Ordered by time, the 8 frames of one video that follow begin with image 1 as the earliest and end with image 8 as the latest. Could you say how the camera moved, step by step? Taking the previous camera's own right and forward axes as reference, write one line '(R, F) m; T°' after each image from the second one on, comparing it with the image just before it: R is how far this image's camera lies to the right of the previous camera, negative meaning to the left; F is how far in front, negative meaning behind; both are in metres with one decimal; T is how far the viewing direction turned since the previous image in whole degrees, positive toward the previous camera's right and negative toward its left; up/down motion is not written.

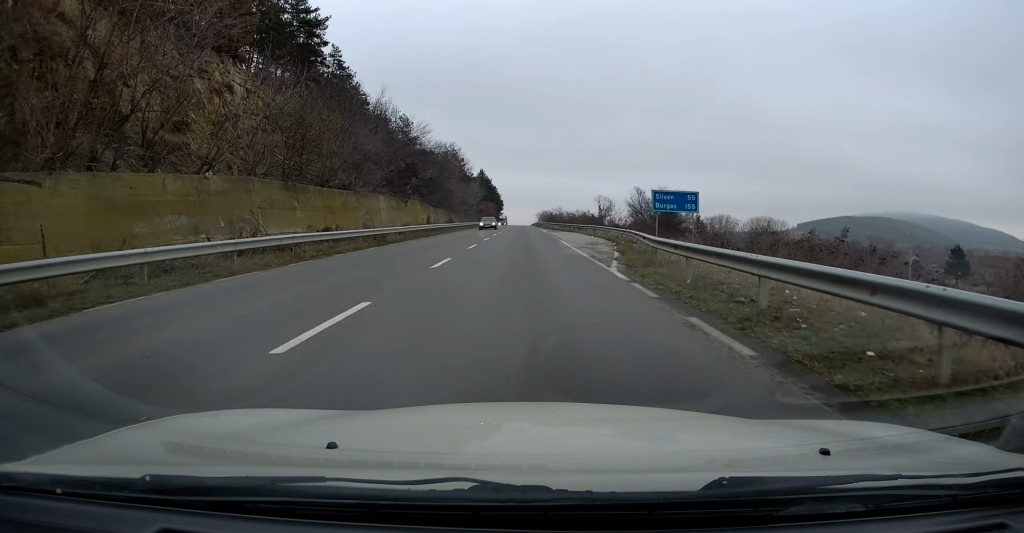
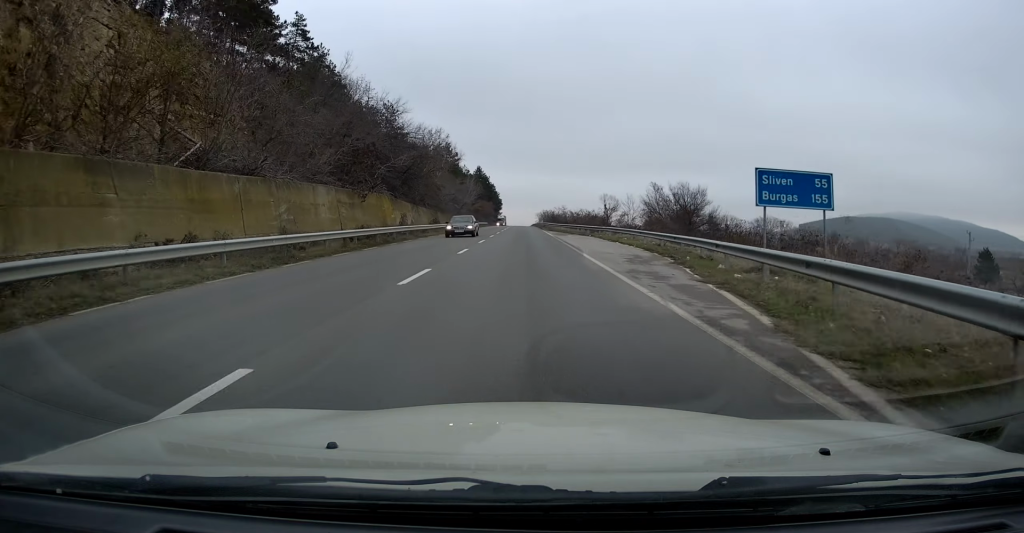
(0.0, +13.2) m; 0°
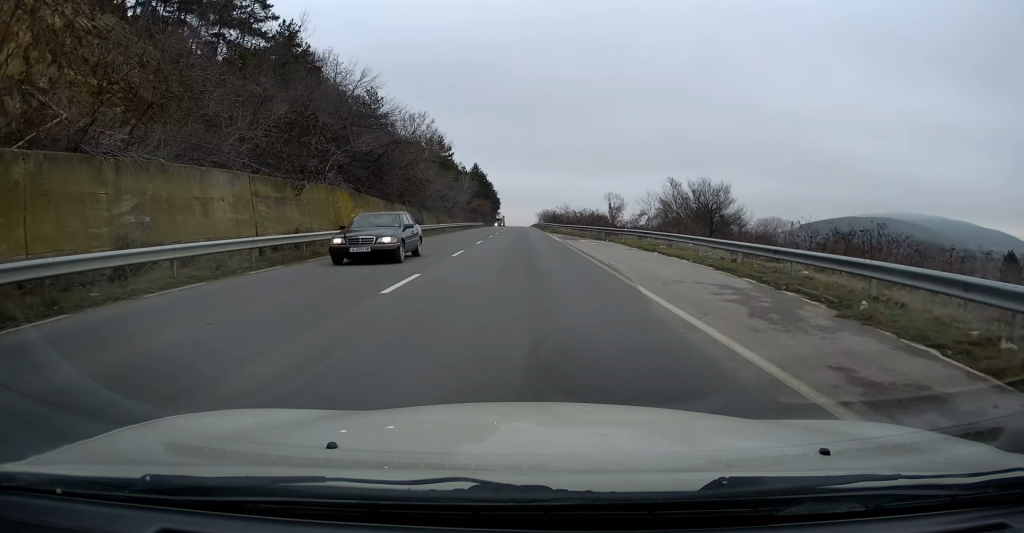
(+0.1, +10.7) m; 0°
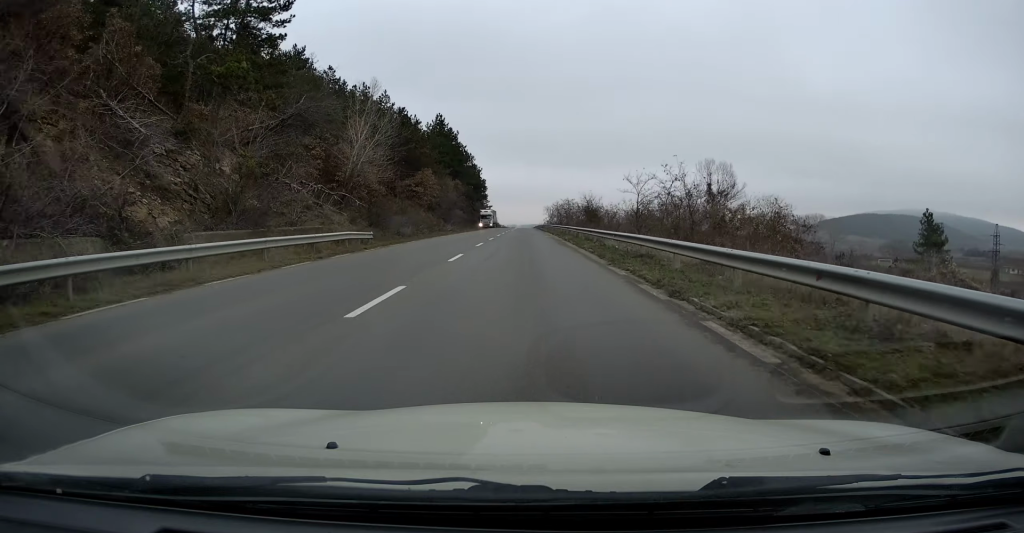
(-0.1, +84.9) m; 0°
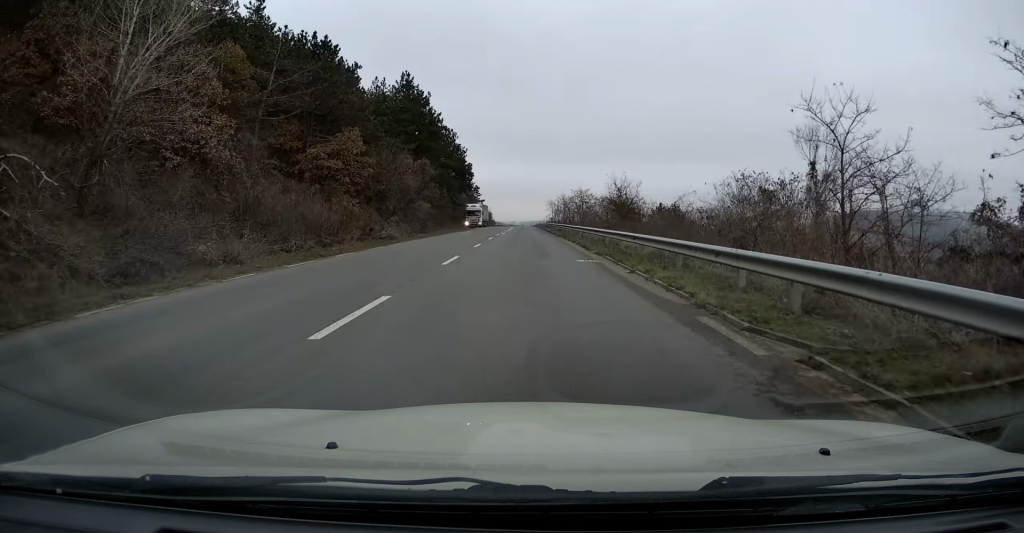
(-0.1, +28.5) m; 0°
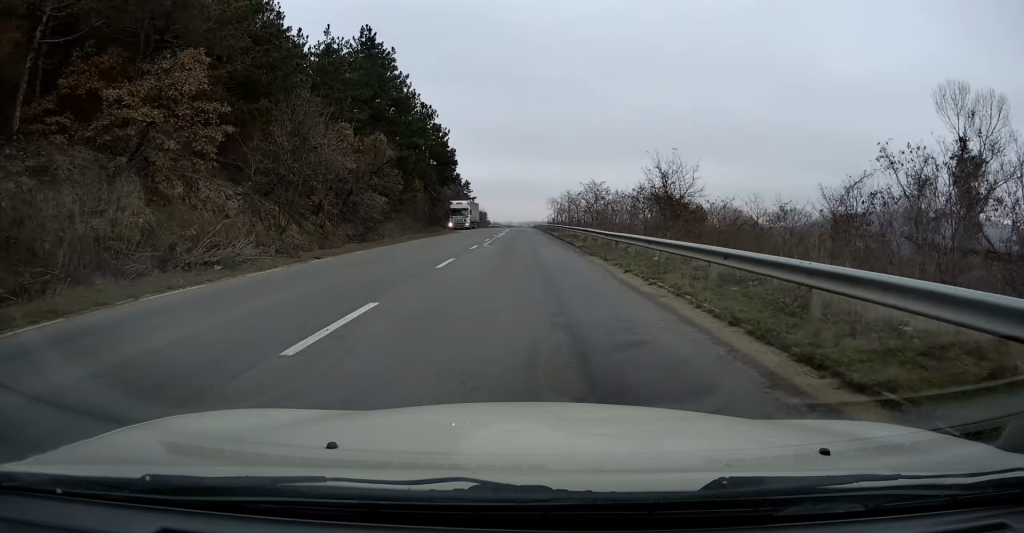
(0.0, +18.7) m; 0°
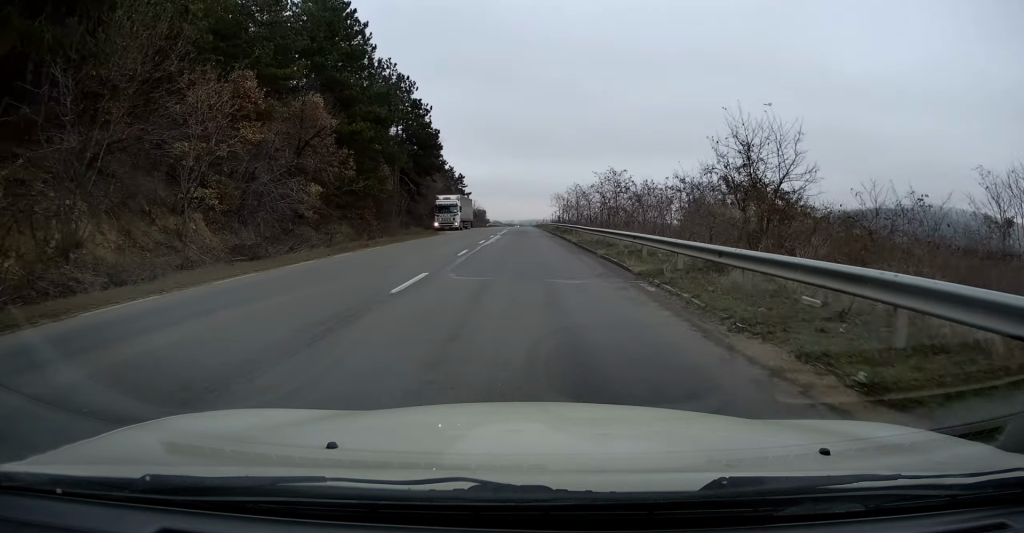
(0.0, +13.9) m; 0°
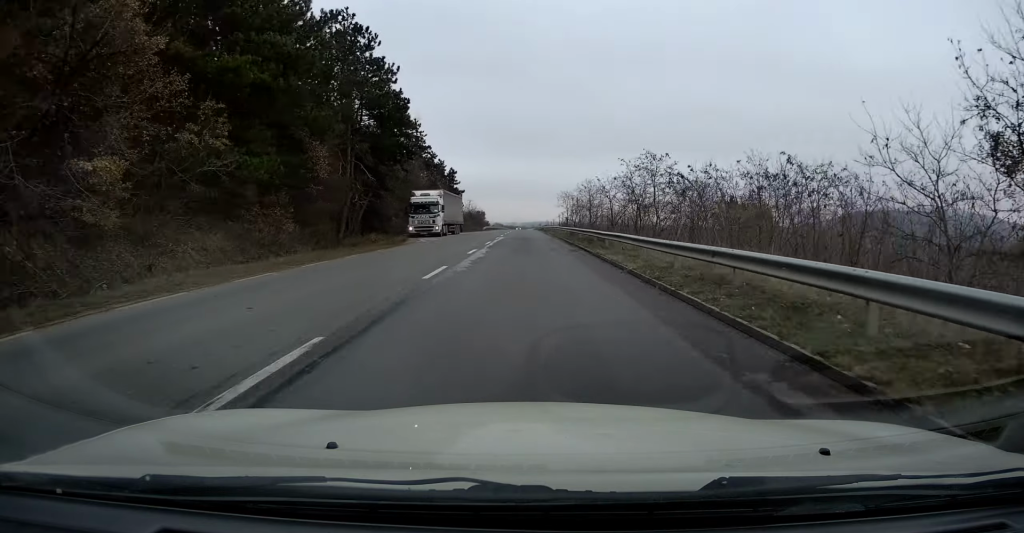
(0.0, +15.5) m; 0°
